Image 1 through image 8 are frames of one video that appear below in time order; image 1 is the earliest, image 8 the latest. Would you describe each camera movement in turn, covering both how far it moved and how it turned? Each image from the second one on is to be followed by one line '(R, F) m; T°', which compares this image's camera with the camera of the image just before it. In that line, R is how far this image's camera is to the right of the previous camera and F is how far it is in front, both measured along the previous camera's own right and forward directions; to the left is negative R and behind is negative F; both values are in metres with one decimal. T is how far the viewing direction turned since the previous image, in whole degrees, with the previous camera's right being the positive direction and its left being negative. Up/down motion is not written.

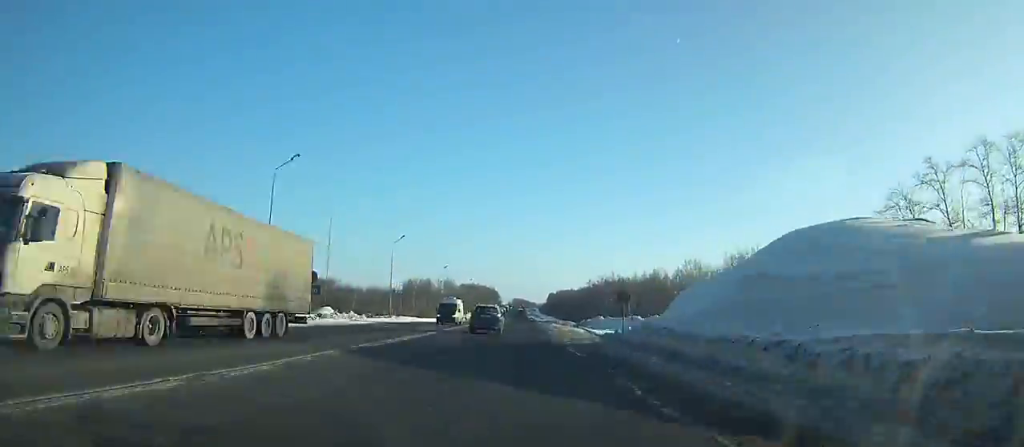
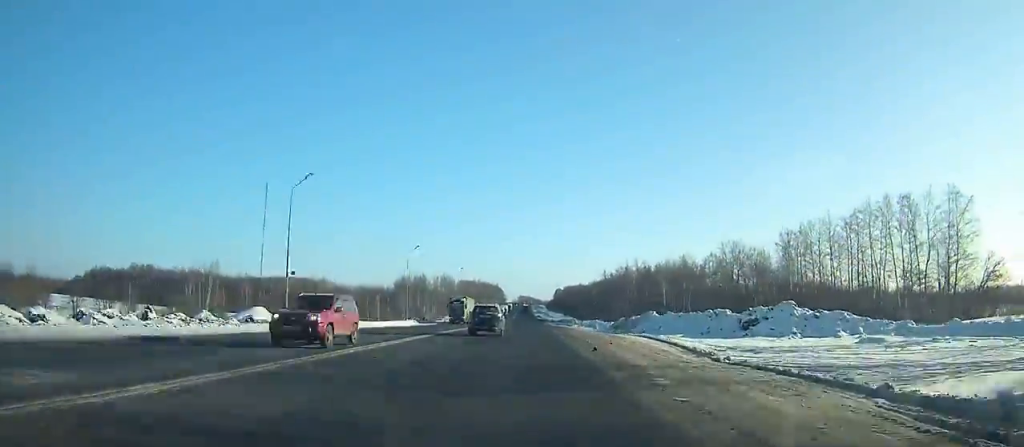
(-0.8, +35.0) m; -2°
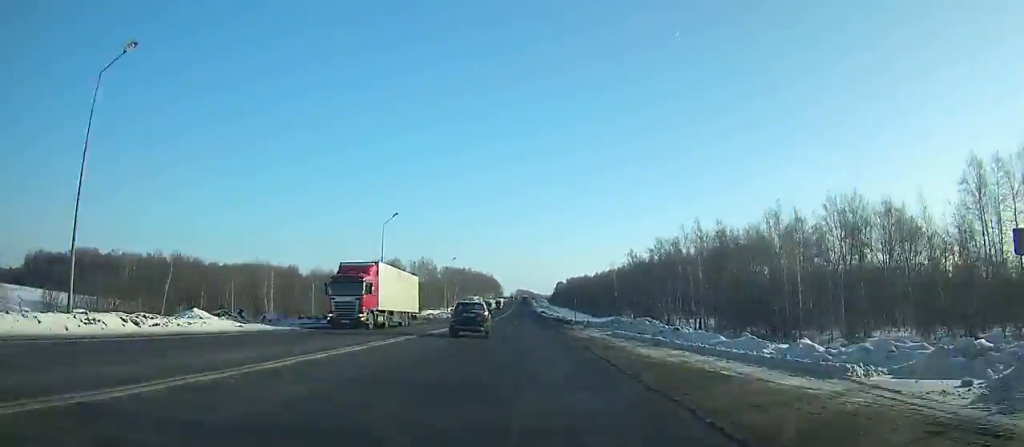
(-0.5, +62.7) m; 0°
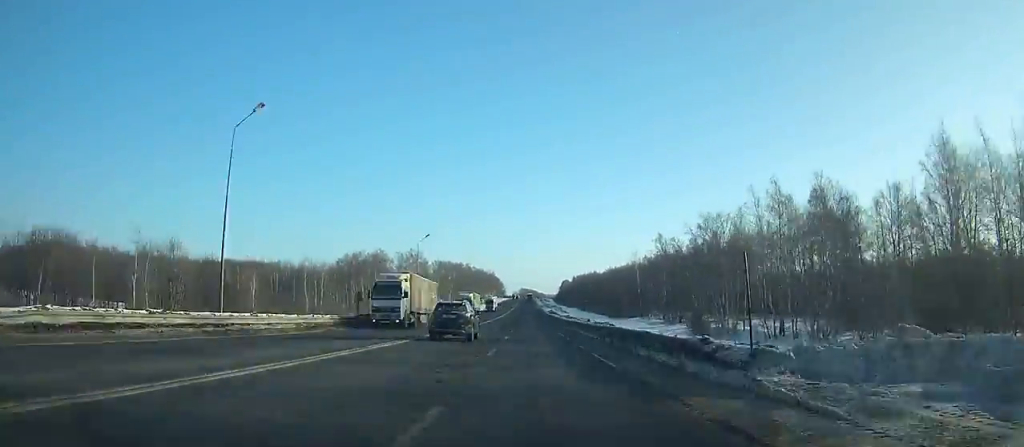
(0.0, +34.2) m; 0°
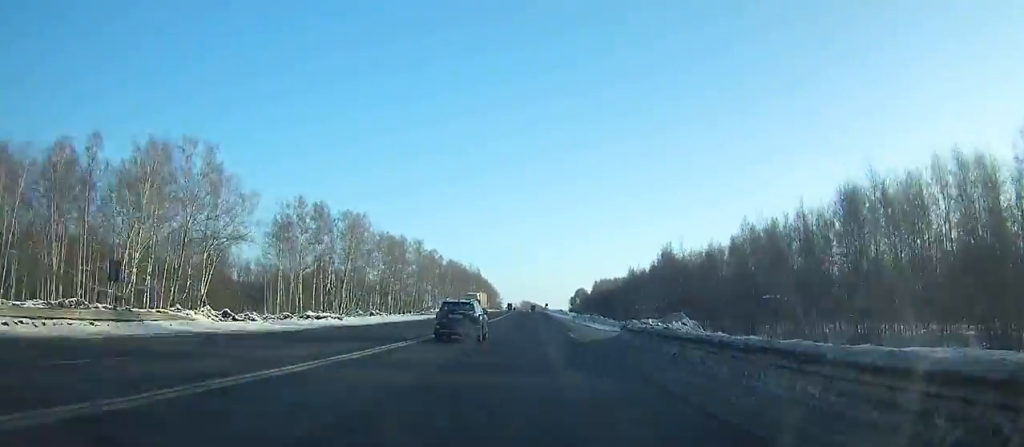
(-0.1, +158.8) m; 0°
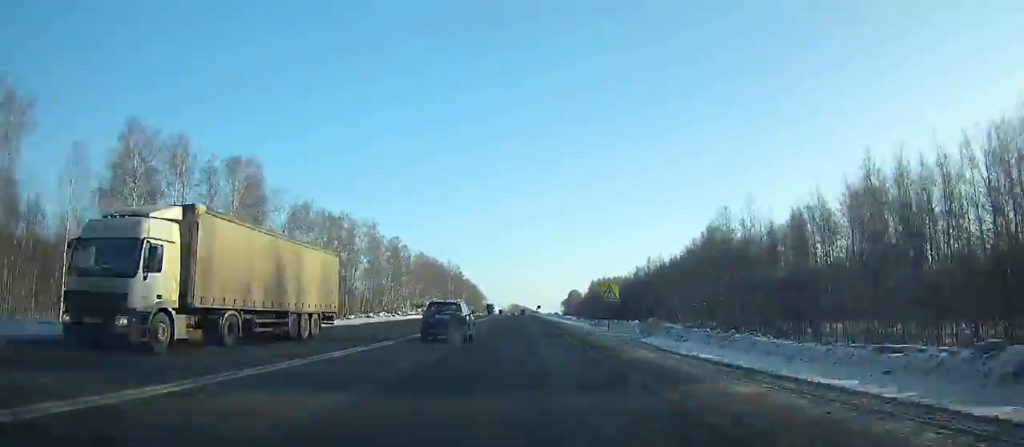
(+0.2, +41.8) m; 0°
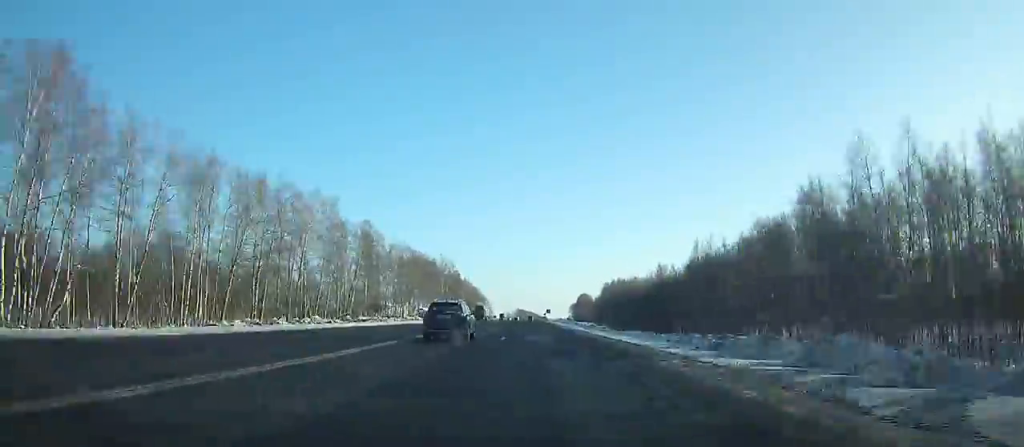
(+0.1, +33.2) m; 0°
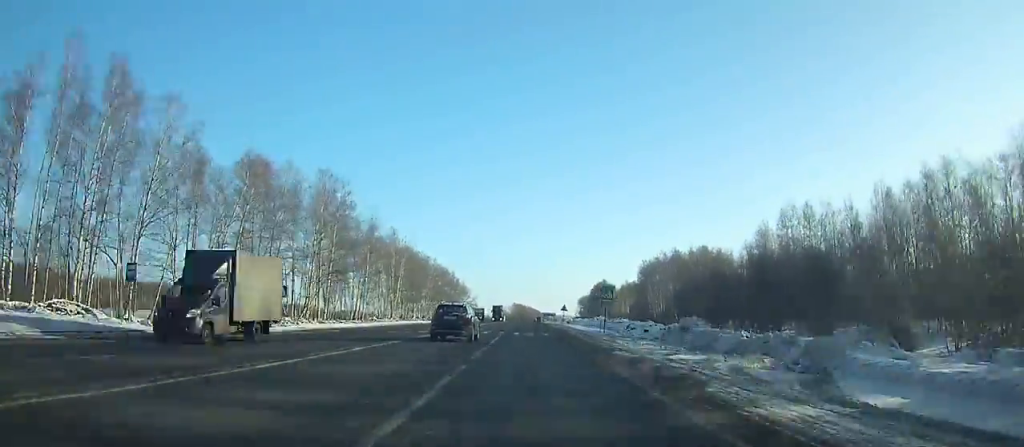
(0.0, +116.1) m; 0°
